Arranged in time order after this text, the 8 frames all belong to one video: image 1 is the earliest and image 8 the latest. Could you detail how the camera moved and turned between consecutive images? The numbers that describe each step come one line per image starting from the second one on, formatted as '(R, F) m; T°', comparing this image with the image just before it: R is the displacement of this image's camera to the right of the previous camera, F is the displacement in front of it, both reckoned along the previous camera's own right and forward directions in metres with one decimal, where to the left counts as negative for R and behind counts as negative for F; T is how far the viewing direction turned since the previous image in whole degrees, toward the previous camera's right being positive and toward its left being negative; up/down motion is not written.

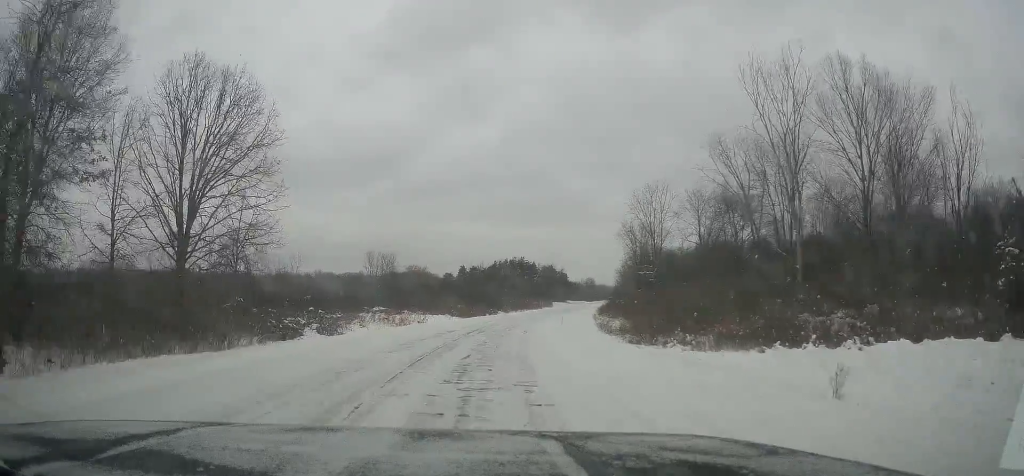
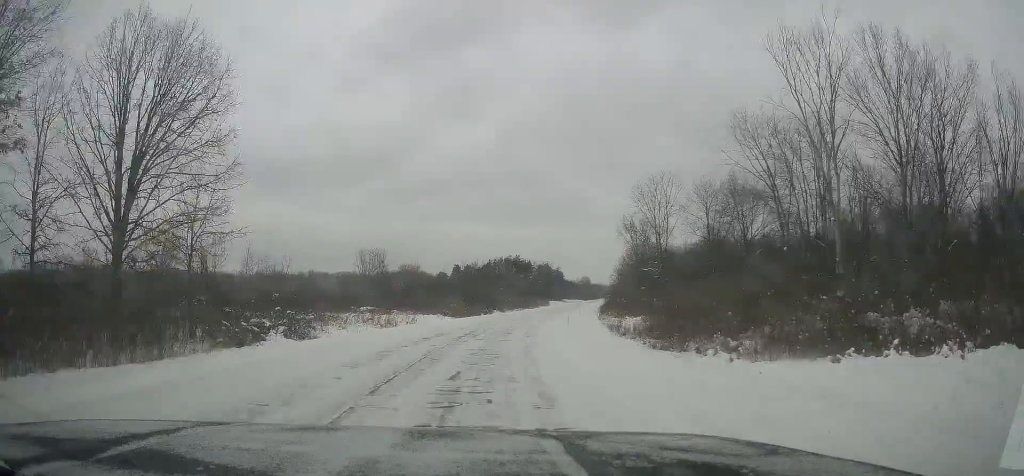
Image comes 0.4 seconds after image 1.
(+0.1, +4.8) m; 0°
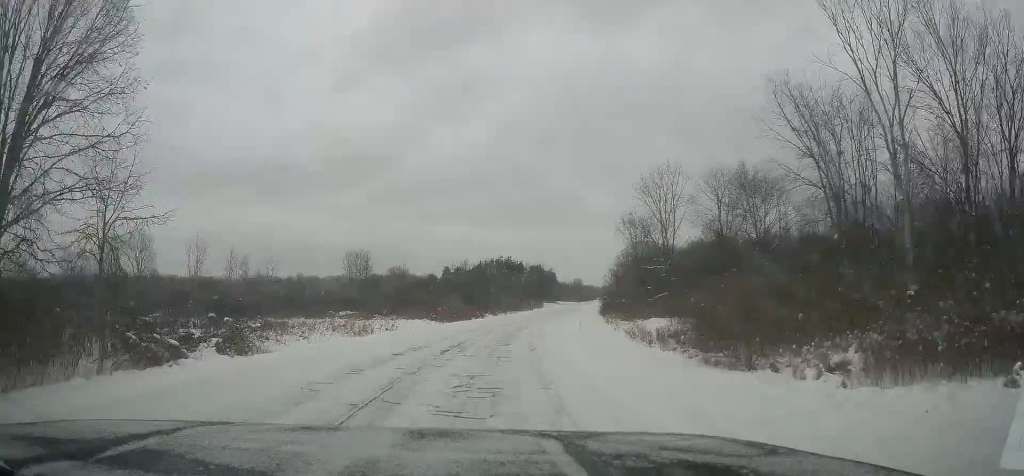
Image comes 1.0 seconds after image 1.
(-0.3, +6.6) m; 0°
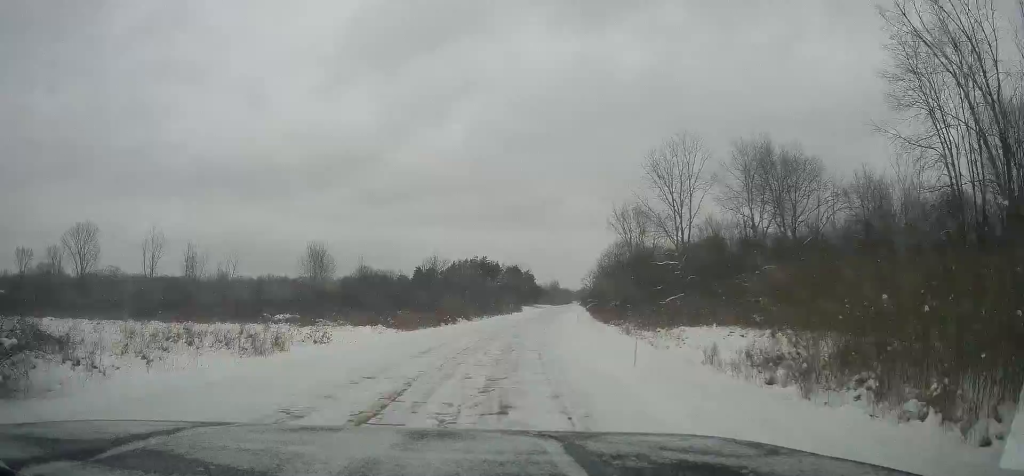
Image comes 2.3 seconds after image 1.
(+0.3, +13.5) m; +3°
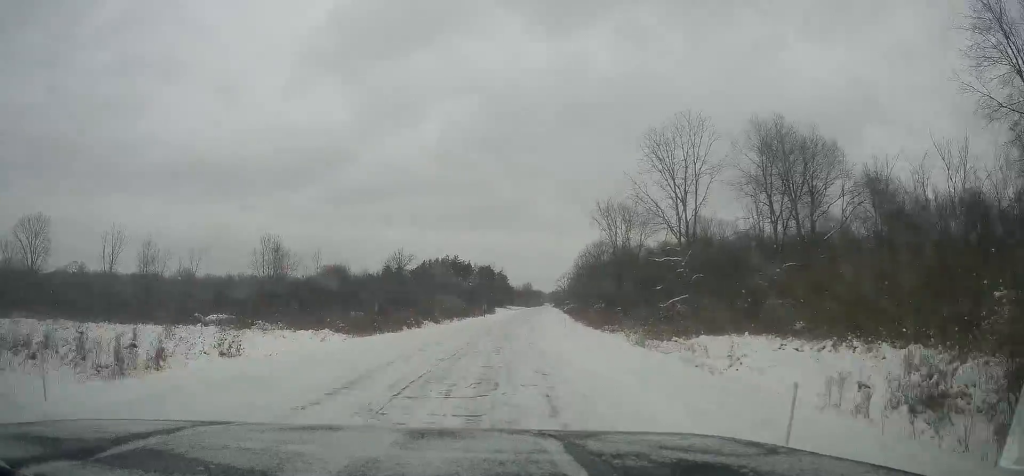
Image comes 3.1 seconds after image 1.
(0.0, +8.6) m; +2°
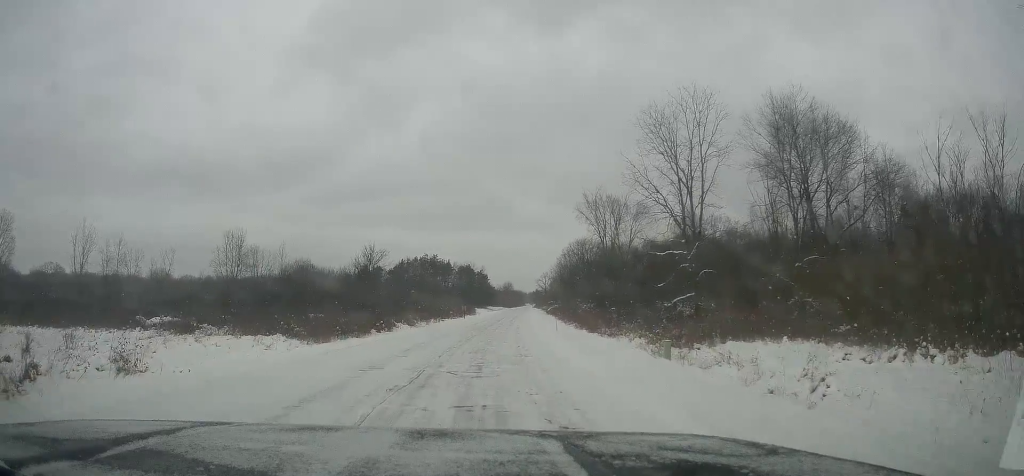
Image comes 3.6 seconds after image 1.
(+0.1, +6.0) m; +2°
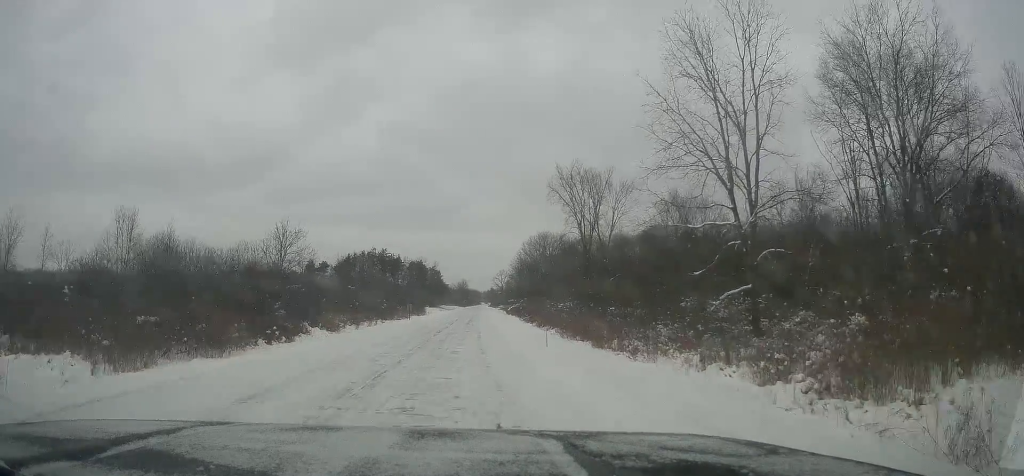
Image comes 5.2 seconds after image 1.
(+0.6, +16.1) m; +4°
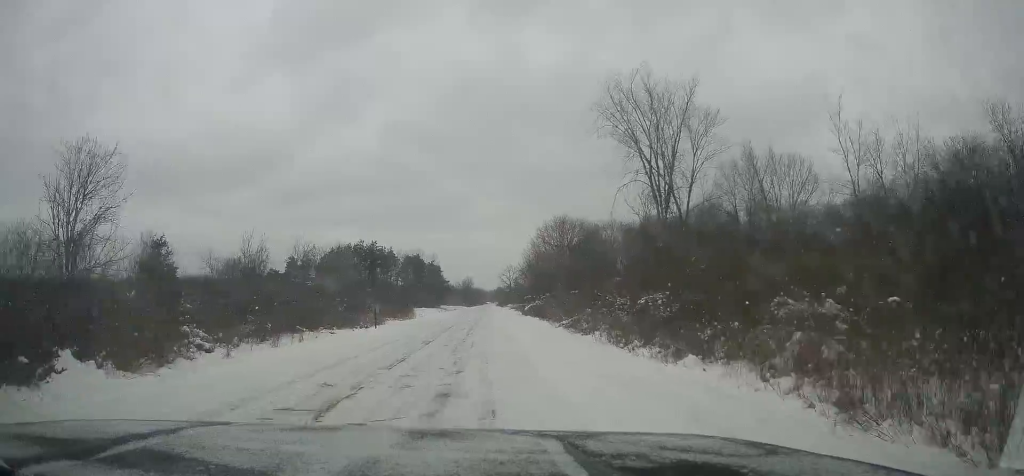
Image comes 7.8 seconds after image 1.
(+0.4, +27.3) m; +1°
